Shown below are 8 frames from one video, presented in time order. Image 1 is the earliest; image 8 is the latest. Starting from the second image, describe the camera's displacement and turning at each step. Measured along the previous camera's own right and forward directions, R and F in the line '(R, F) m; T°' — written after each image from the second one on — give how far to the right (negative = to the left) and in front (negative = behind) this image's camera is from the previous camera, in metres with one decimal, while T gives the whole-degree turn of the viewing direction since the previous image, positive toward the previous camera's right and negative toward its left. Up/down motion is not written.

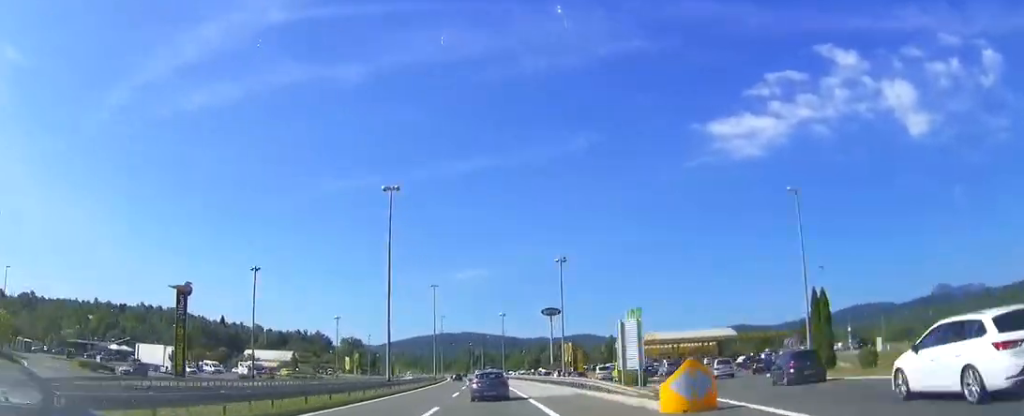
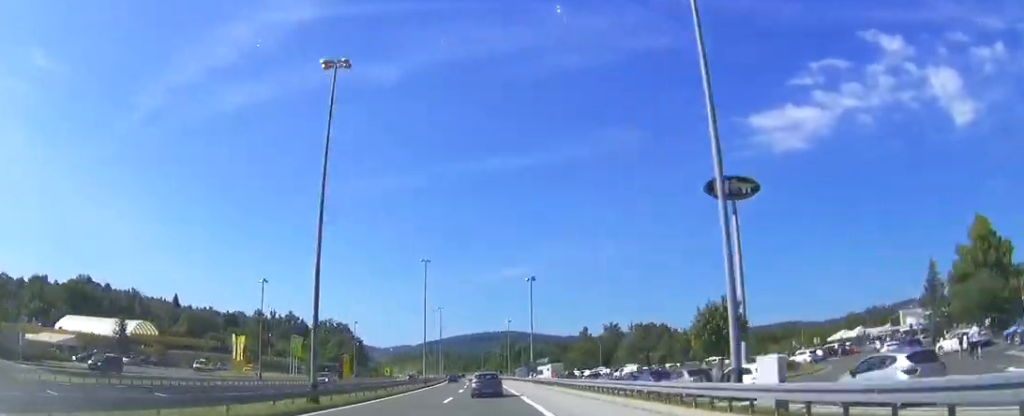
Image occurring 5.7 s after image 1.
(-7.2, +150.5) m; -5°
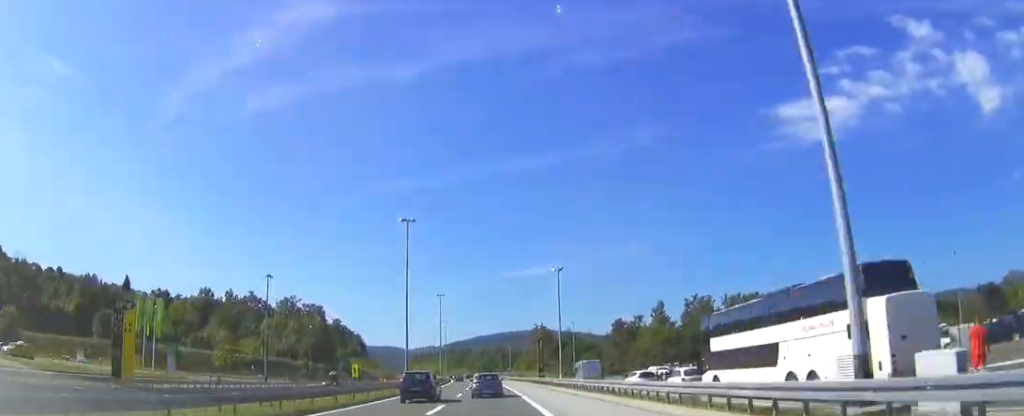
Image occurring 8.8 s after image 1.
(-0.9, +84.4) m; -3°
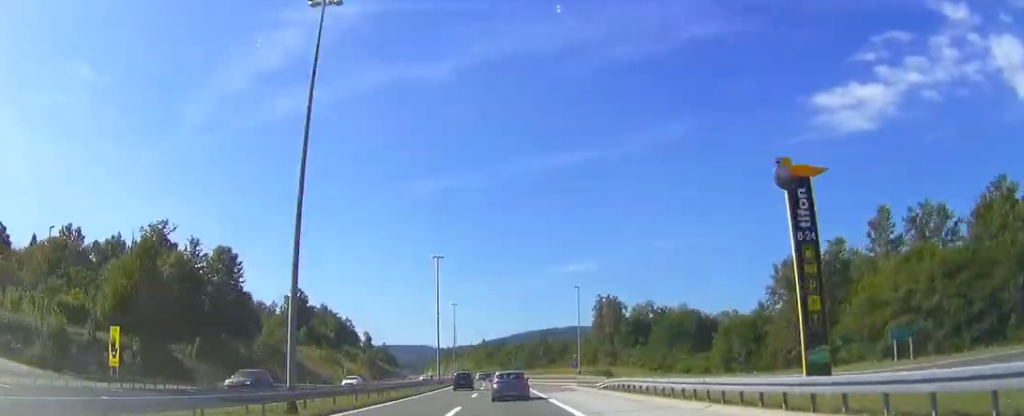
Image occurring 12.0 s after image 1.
(-2.9, +92.9) m; -3°
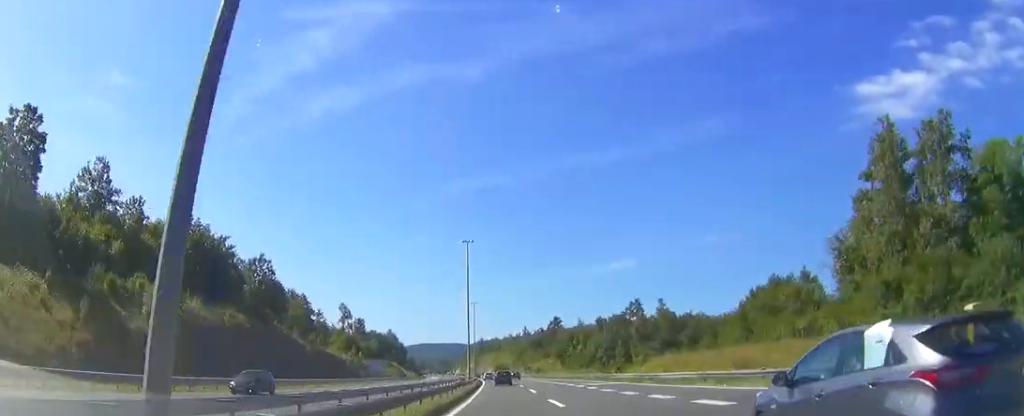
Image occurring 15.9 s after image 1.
(-3.4, +118.3) m; -3°
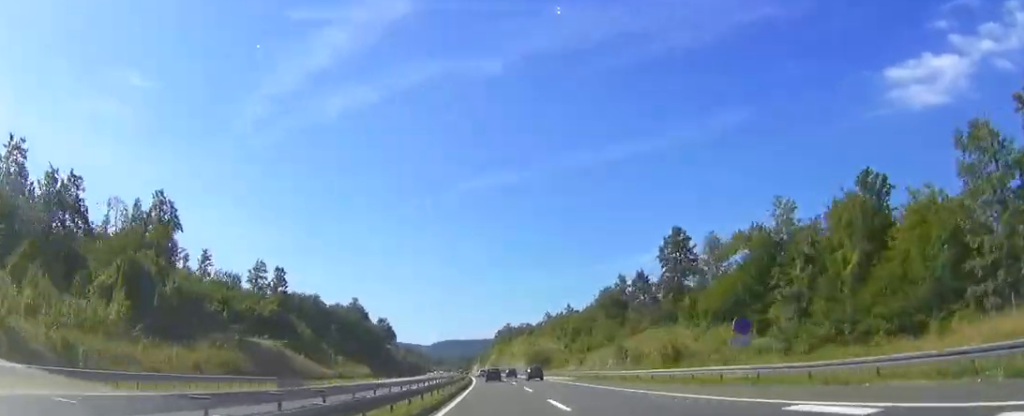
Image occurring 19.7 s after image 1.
(-2.9, +122.7) m; -3°
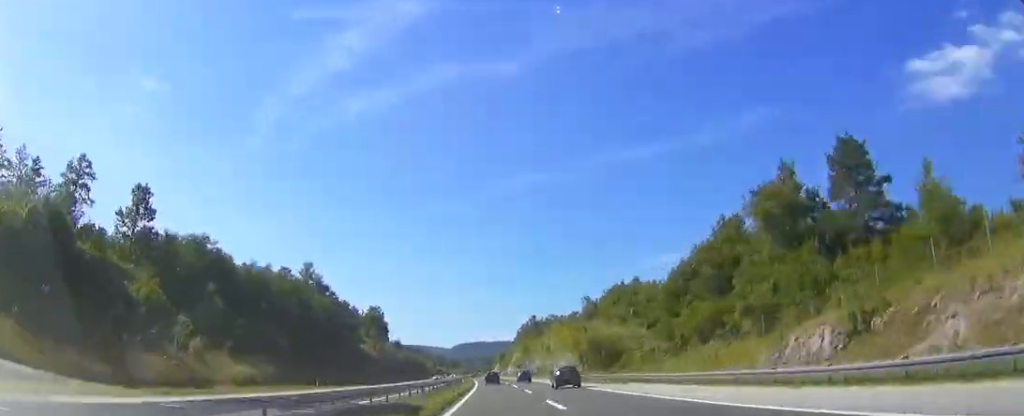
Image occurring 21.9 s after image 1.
(-0.3, +68.5) m; -2°
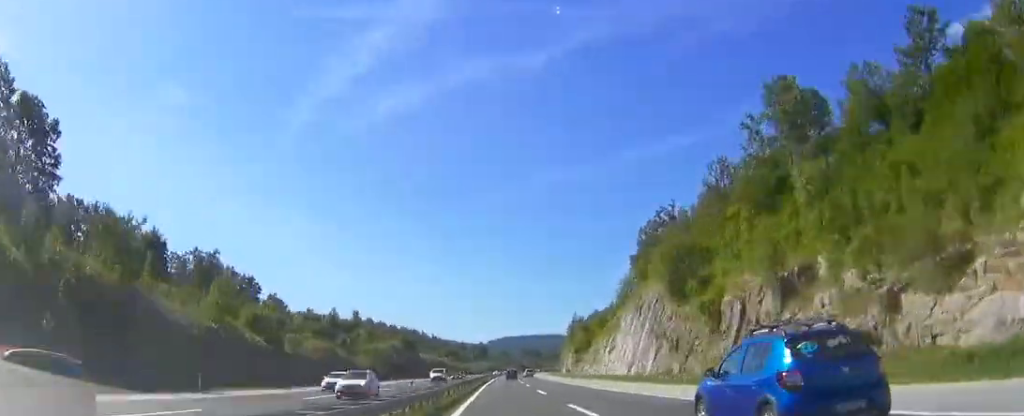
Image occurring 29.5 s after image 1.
(-8.0, +249.1) m; -1°
